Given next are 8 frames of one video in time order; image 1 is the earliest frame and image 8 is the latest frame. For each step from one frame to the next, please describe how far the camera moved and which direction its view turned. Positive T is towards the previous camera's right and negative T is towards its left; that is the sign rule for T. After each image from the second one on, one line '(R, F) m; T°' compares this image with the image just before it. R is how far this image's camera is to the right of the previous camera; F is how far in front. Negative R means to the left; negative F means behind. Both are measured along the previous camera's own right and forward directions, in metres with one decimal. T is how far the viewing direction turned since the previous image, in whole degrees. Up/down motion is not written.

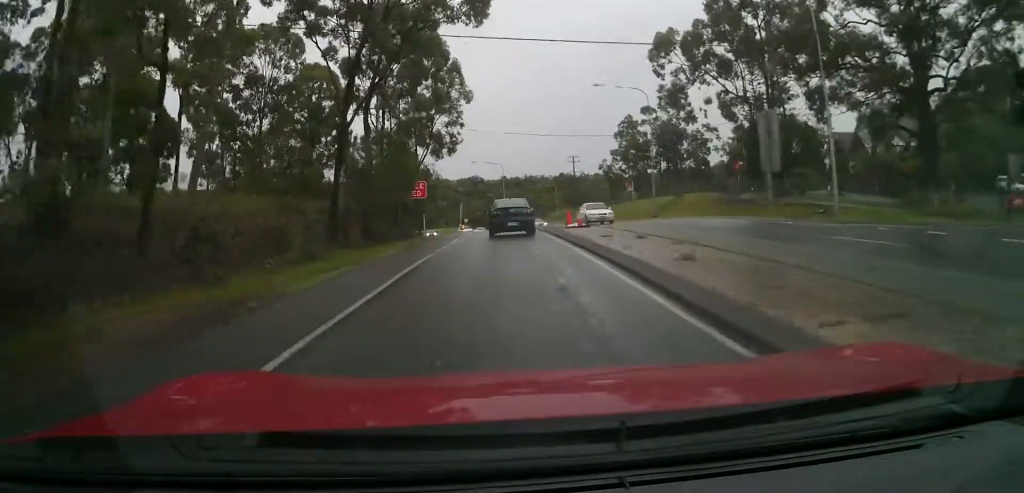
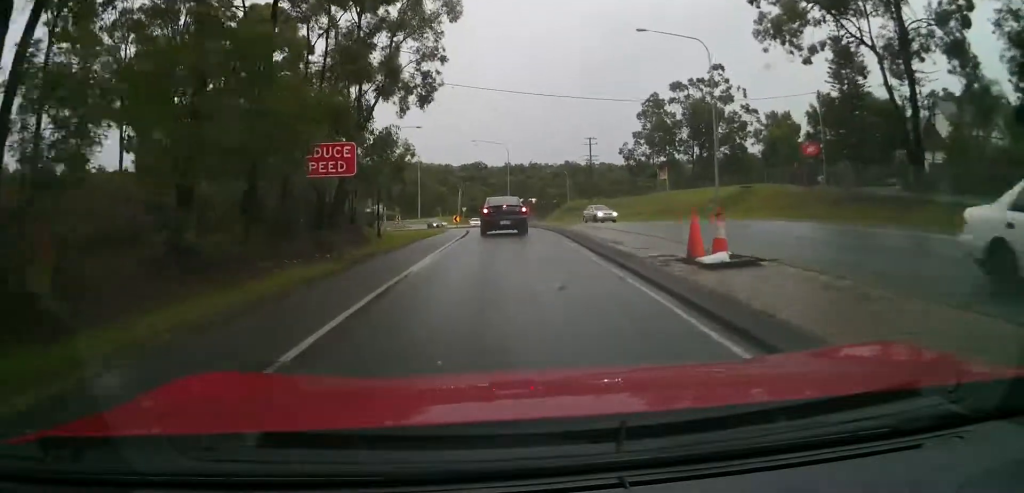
(0.0, +19.4) m; 0°
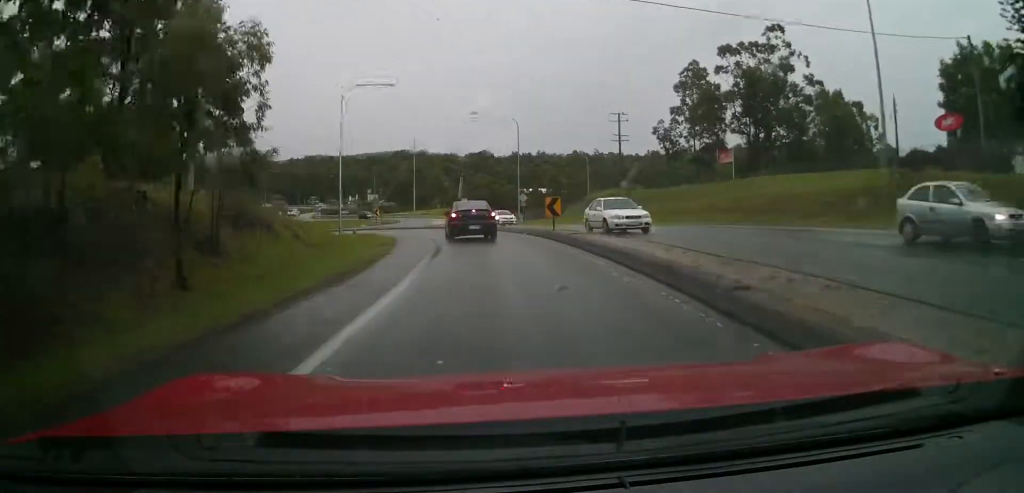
(-0.4, +19.3) m; -3°
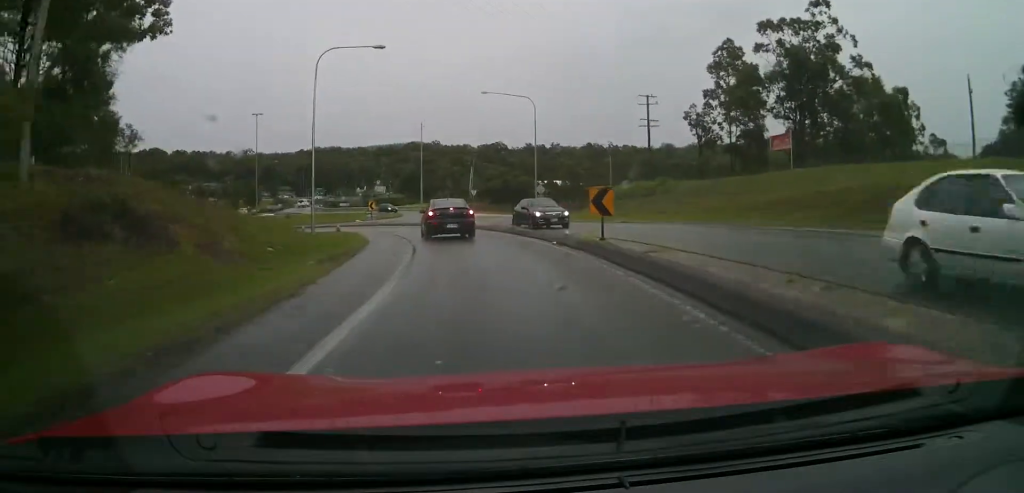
(-0.2, +9.3) m; -1°
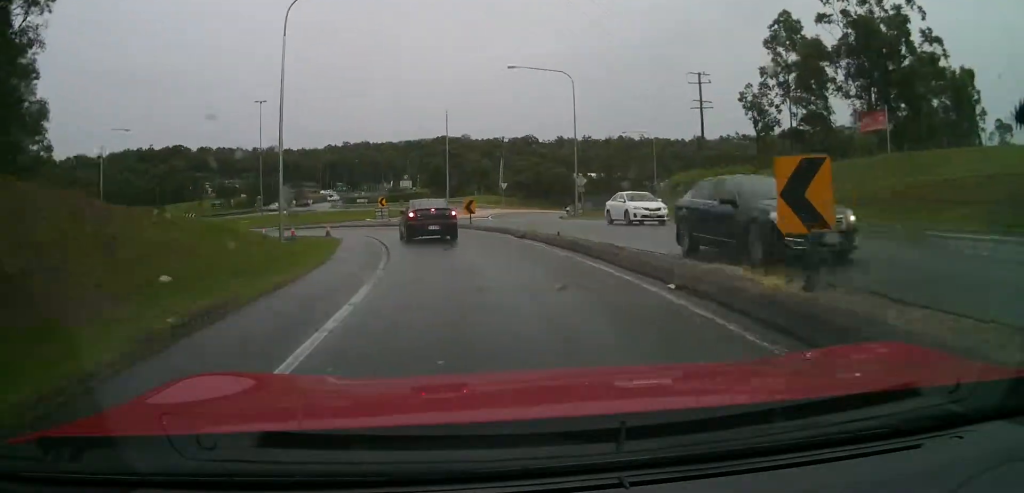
(0.0, +9.7) m; -1°
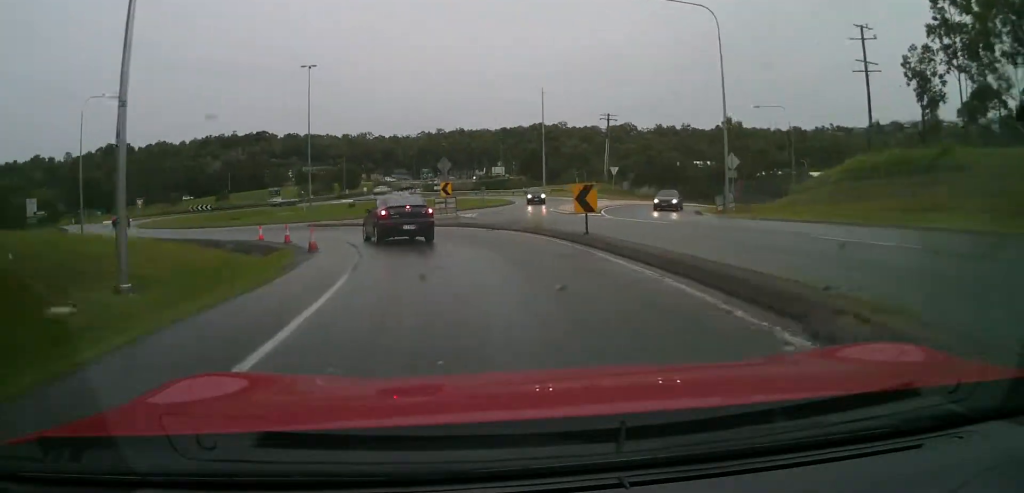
(-0.9, +16.3) m; -8°
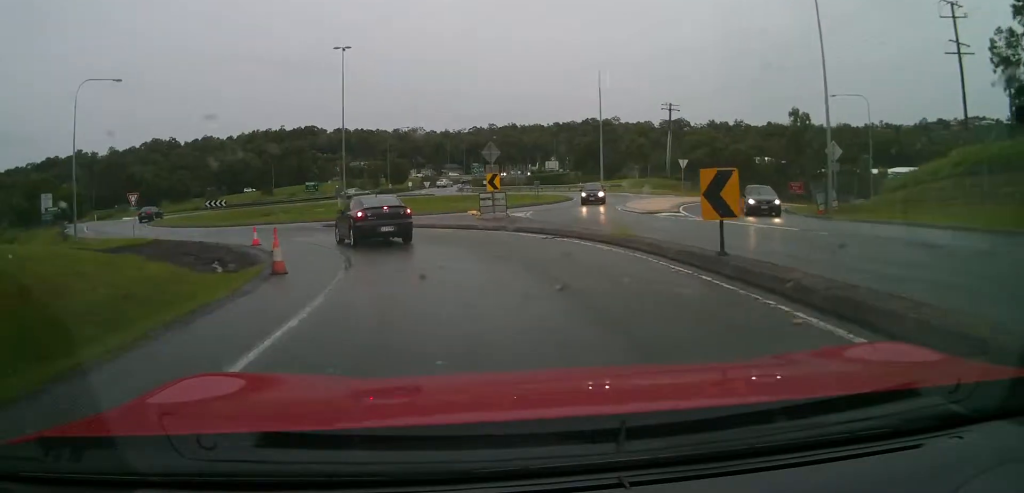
(-0.2, +7.3) m; -6°
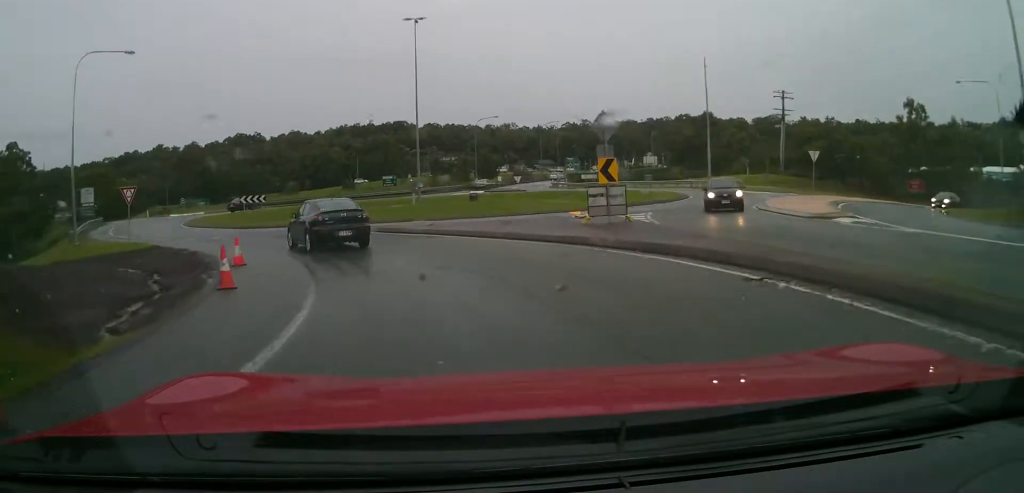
(-0.8, +9.0) m; -12°
